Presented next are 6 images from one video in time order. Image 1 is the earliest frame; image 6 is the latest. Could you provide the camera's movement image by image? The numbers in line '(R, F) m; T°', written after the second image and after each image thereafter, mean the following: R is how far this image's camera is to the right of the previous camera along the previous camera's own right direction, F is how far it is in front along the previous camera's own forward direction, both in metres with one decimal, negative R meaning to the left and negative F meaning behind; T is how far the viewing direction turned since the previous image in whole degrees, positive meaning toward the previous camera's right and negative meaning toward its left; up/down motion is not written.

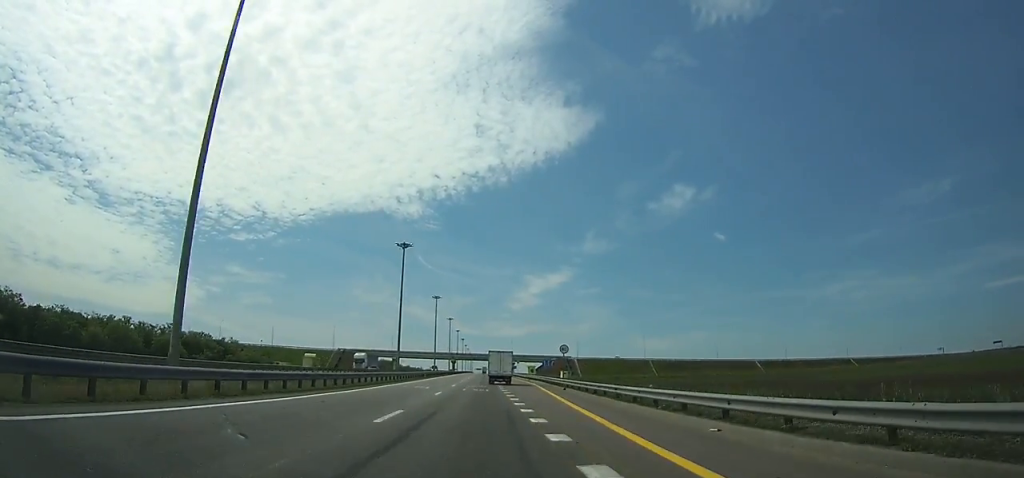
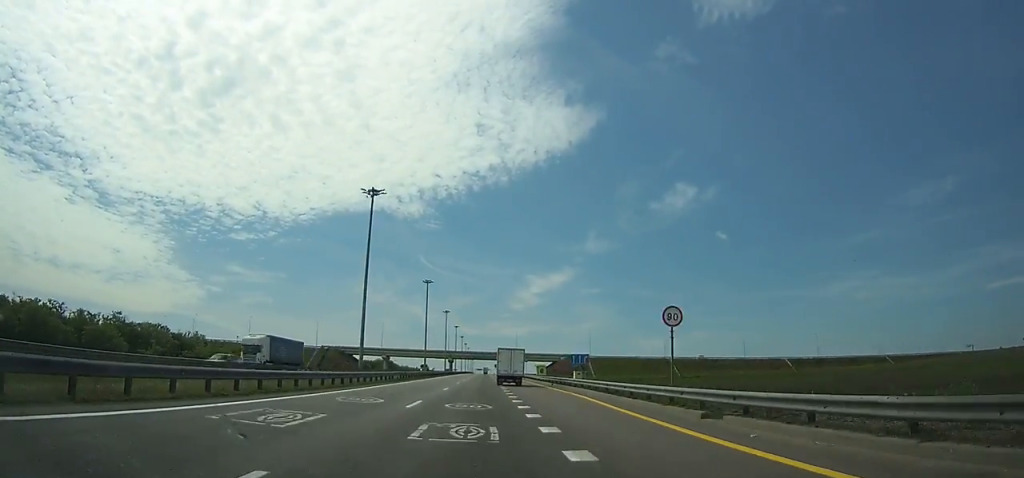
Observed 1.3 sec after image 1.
(-0.1, +27.4) m; 0°
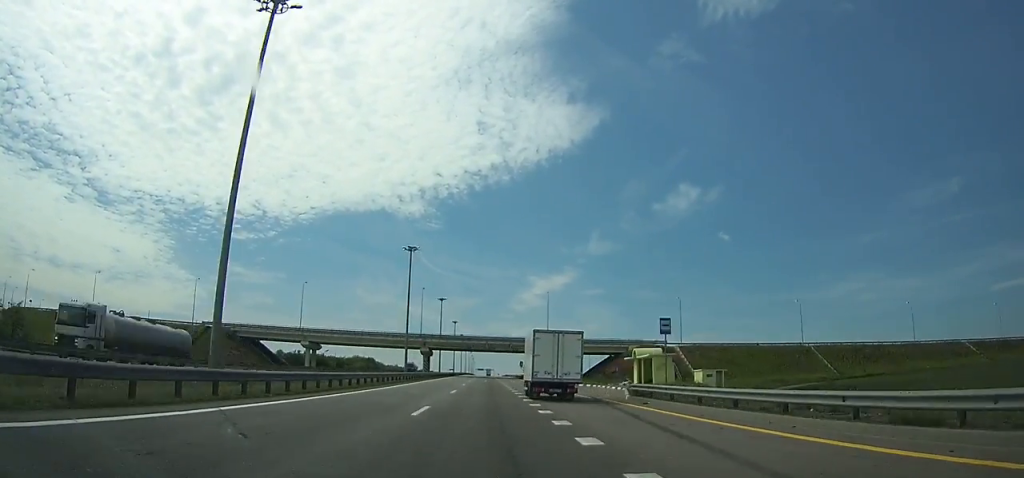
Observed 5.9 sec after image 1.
(+0.3, +99.1) m; 0°
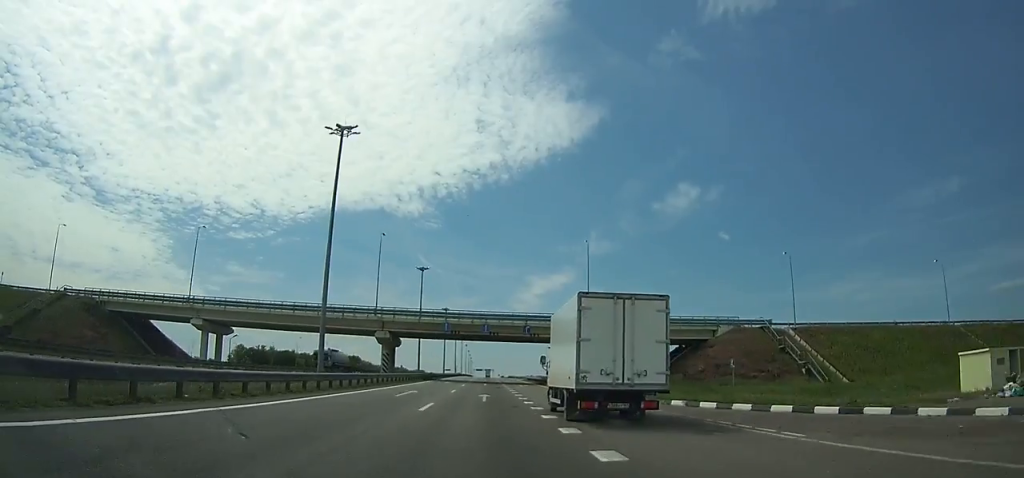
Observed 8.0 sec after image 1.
(0.0, +45.8) m; 0°
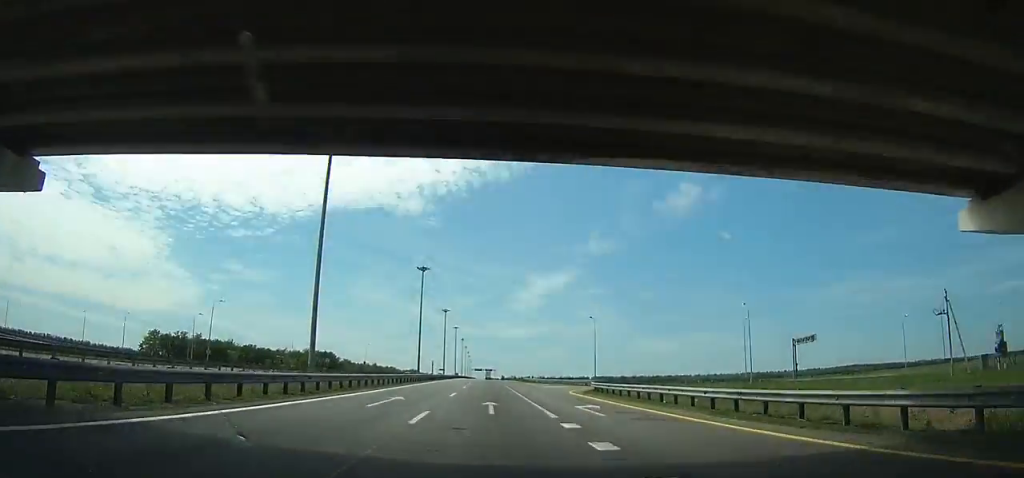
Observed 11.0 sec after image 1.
(+0.1, +65.8) m; 0°
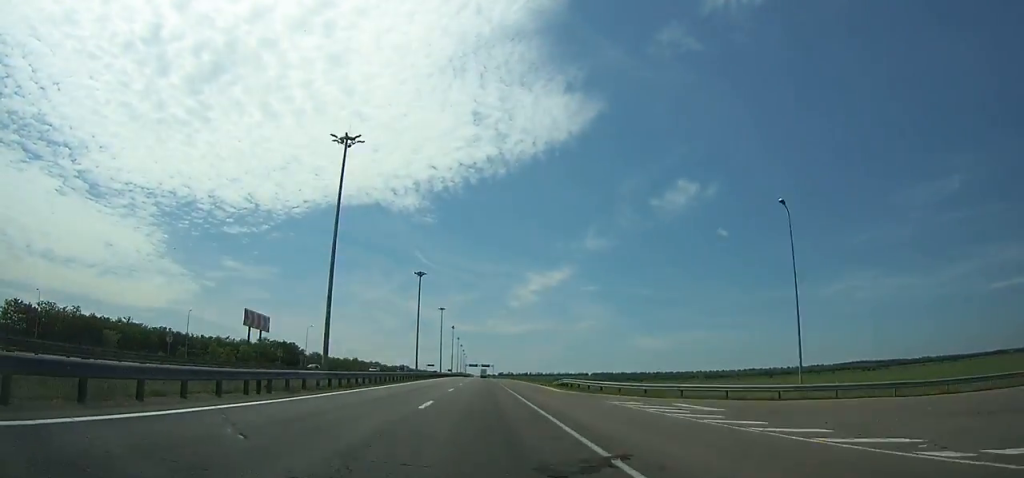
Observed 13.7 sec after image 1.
(+0.1, +59.1) m; 0°
